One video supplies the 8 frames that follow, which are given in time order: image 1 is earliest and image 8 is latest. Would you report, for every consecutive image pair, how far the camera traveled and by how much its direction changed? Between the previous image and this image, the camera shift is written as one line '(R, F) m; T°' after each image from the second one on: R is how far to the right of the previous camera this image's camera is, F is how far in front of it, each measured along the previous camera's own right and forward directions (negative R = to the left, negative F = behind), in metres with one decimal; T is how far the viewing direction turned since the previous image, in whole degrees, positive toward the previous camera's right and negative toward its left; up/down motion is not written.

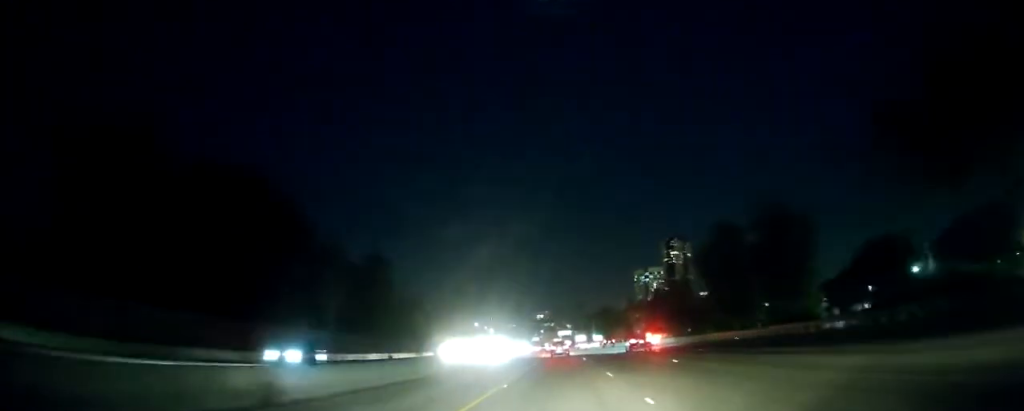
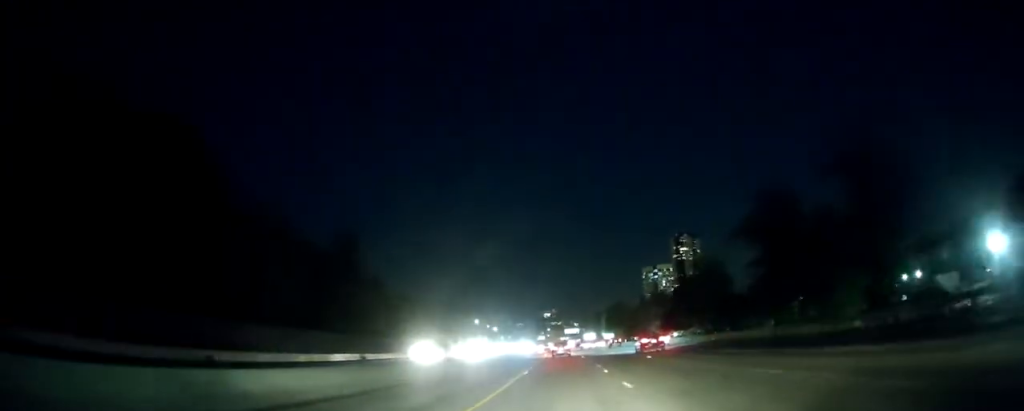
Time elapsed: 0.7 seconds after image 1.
(-0.1, +20.5) m; -1°
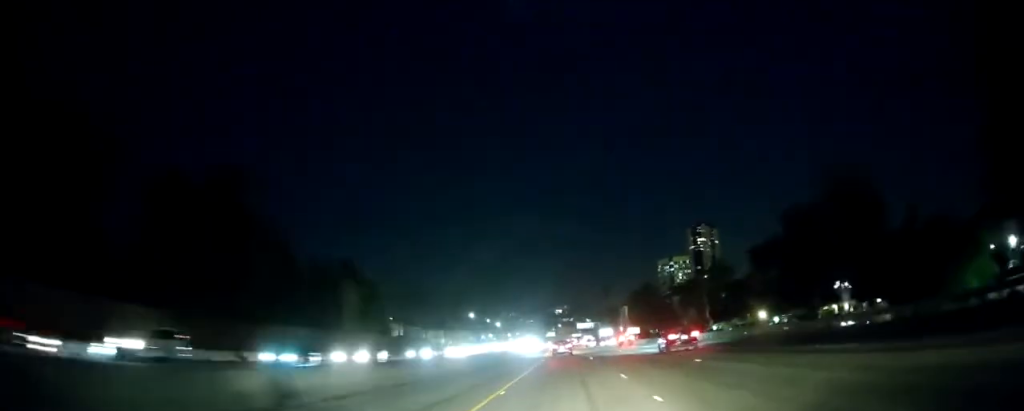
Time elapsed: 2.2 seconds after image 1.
(-0.5, +42.3) m; -1°
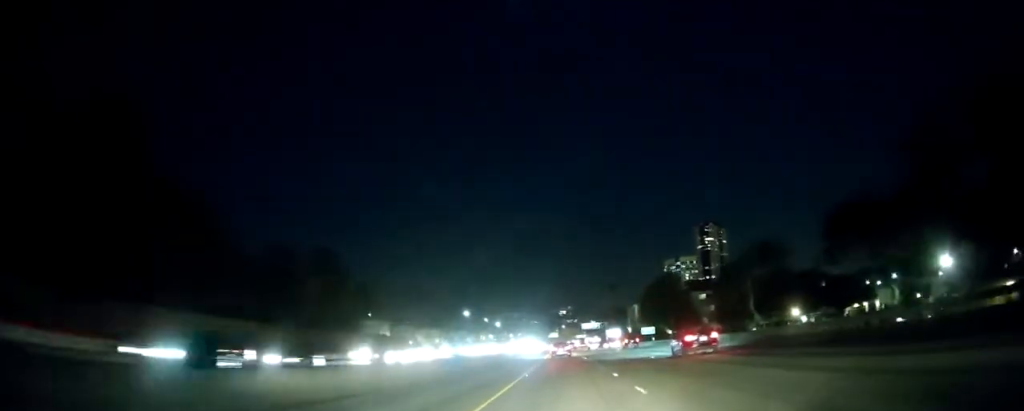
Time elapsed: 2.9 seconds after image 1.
(0.0, +19.6) m; 0°
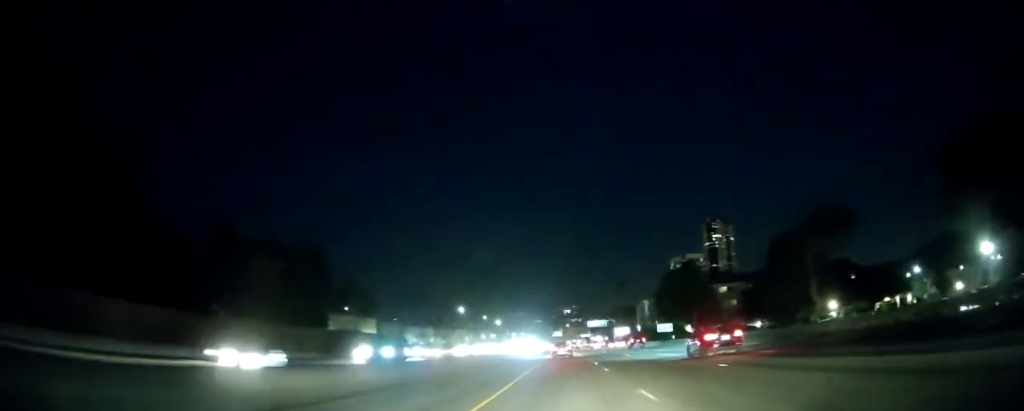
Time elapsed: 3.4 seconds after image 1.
(0.0, +15.7) m; 0°
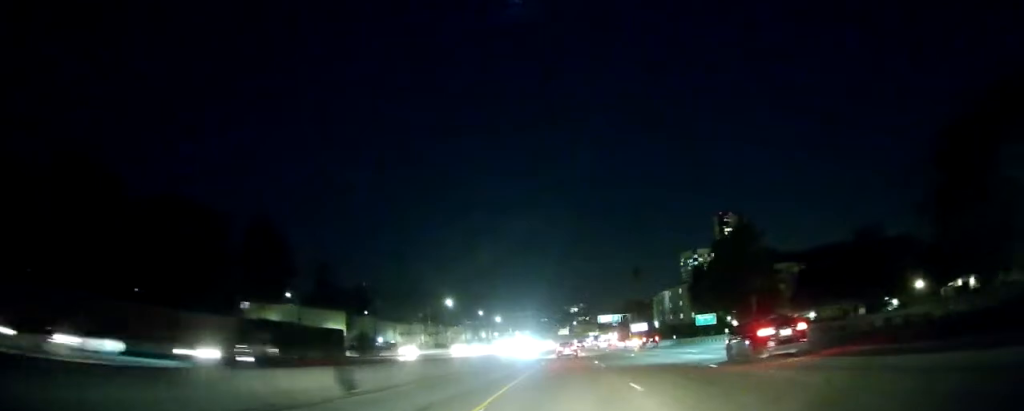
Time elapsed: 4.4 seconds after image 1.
(-0.1, +27.0) m; -1°
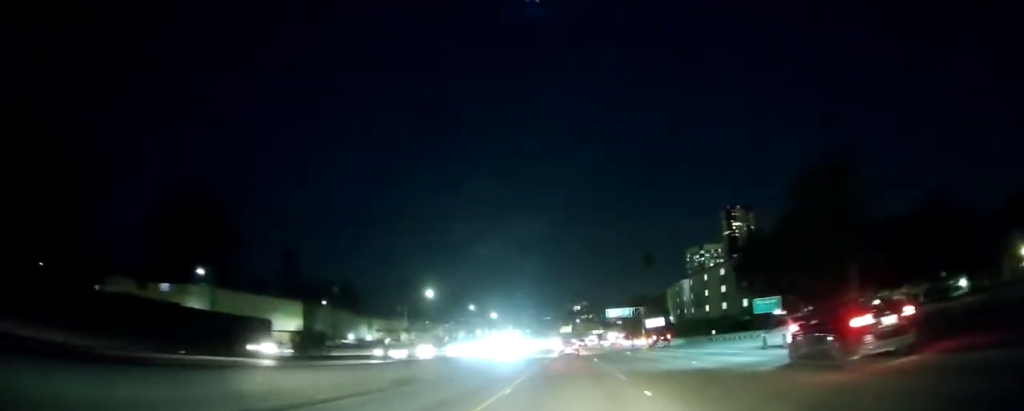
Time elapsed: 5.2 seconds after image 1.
(-0.3, +23.7) m; -1°
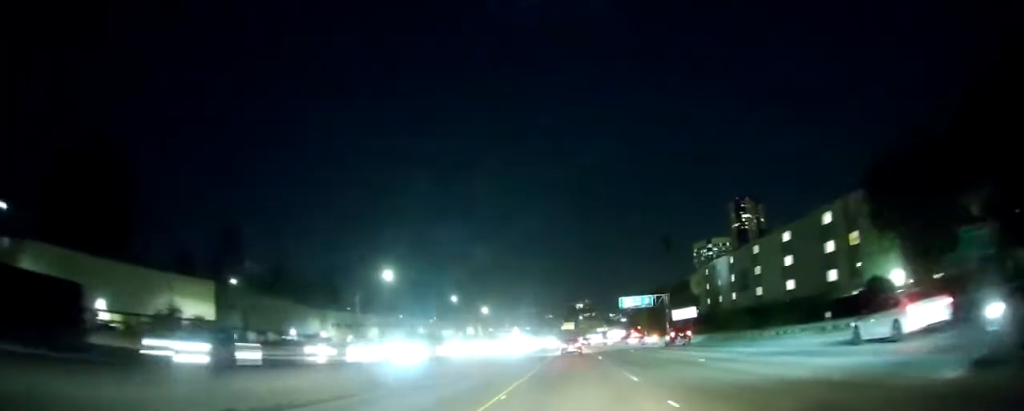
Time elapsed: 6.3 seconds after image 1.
(-0.1, +30.8) m; 0°
